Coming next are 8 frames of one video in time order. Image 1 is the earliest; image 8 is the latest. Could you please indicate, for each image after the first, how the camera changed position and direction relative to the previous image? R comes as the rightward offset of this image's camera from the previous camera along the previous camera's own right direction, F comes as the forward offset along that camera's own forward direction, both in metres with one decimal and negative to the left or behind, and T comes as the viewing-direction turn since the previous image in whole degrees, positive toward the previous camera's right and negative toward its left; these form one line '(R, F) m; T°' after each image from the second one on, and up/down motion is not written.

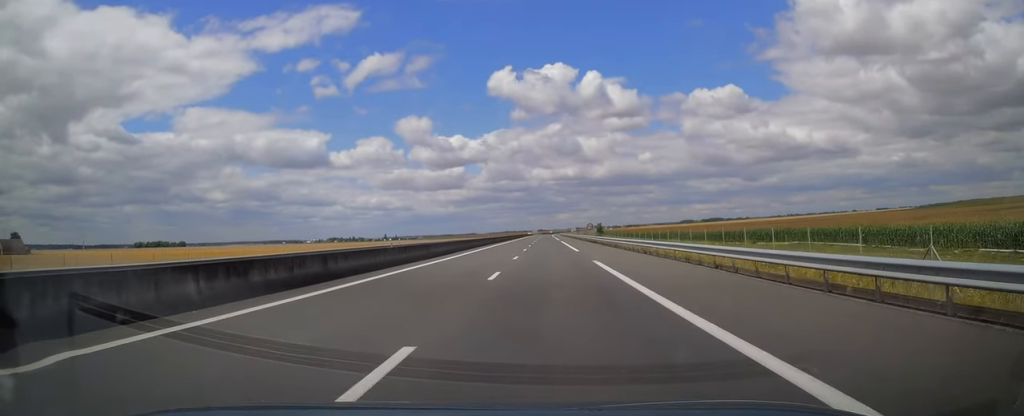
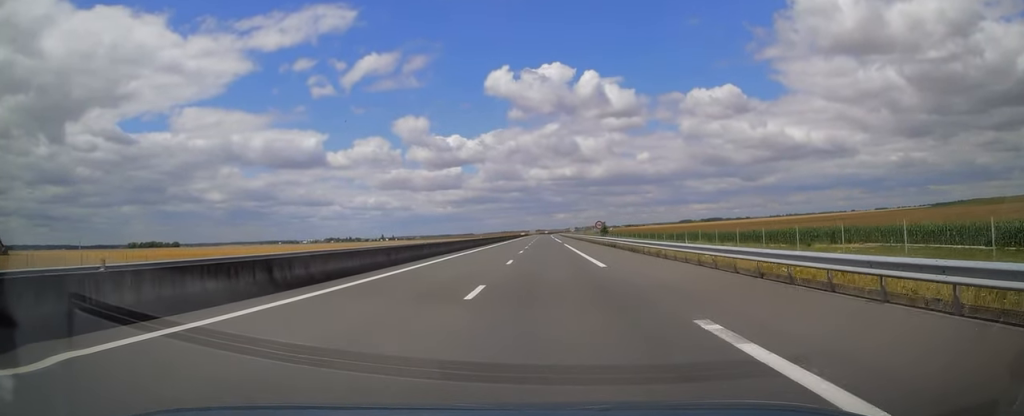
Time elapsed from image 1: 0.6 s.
(-0.3, +18.1) m; 0°
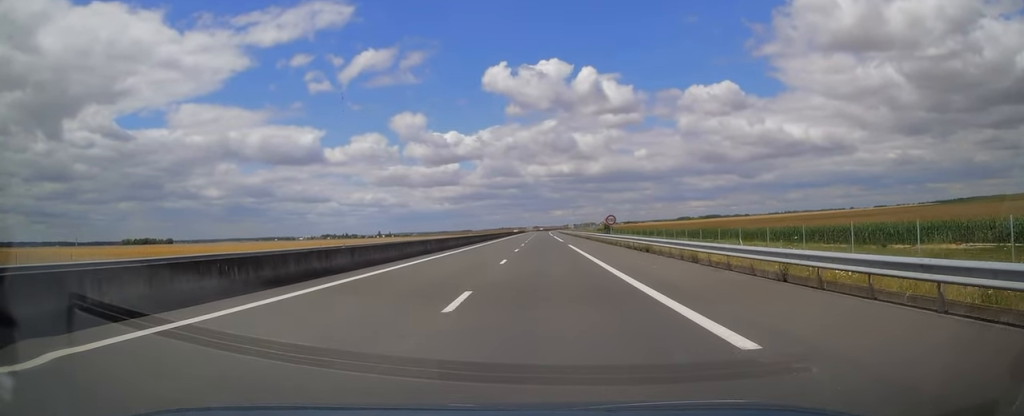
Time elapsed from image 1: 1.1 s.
(+0.2, +15.7) m; 0°
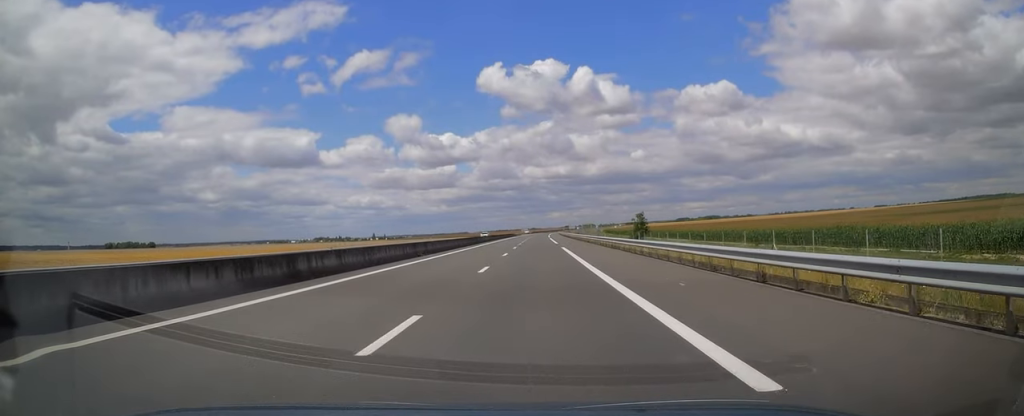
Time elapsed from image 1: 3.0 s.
(0.0, +55.9) m; 0°
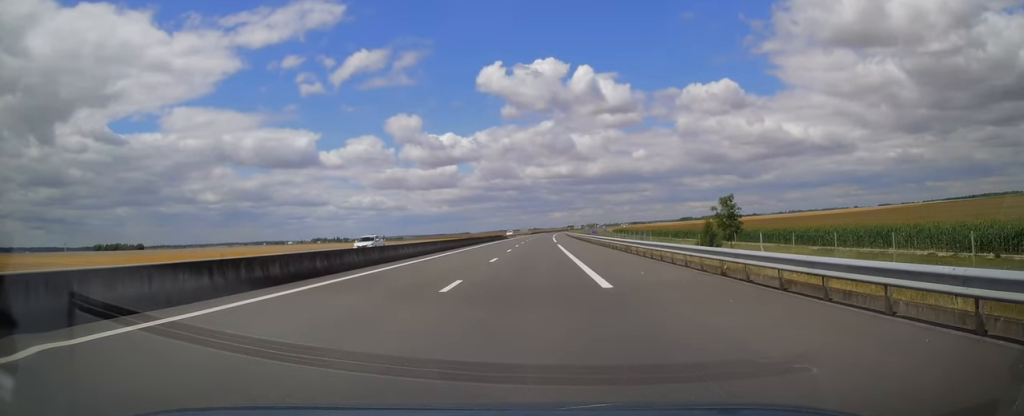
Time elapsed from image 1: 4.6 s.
(+0.2, +45.5) m; +1°
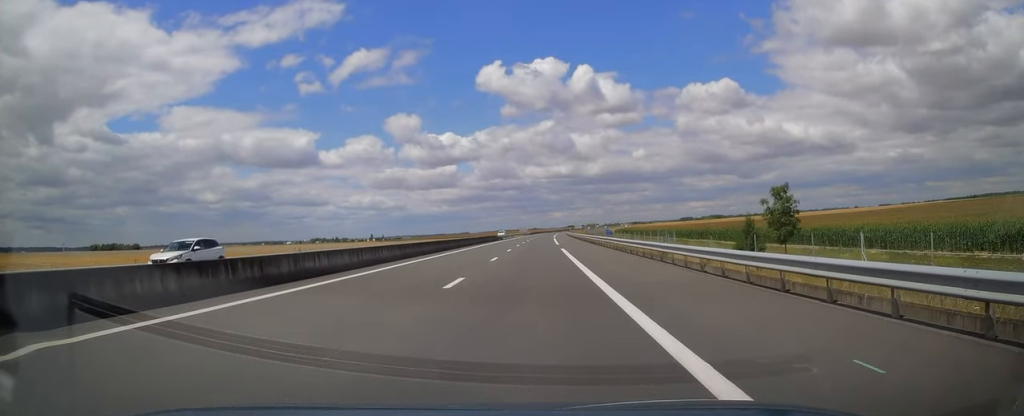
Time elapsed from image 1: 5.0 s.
(0.0, +12.2) m; 0°
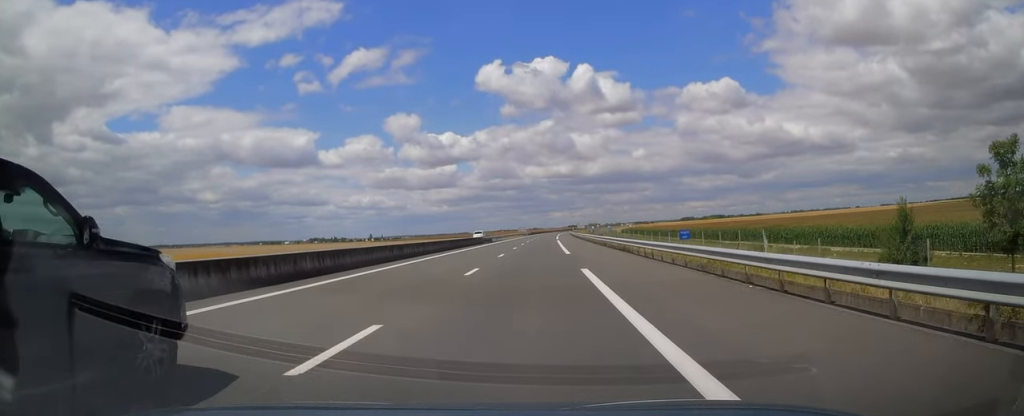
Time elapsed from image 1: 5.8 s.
(0.0, +22.0) m; 0°
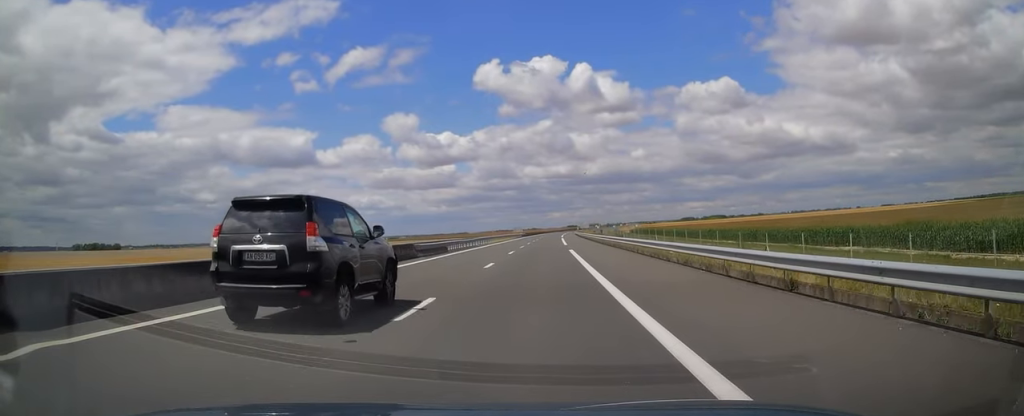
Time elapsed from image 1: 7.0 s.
(0.0, +35.6) m; 0°
